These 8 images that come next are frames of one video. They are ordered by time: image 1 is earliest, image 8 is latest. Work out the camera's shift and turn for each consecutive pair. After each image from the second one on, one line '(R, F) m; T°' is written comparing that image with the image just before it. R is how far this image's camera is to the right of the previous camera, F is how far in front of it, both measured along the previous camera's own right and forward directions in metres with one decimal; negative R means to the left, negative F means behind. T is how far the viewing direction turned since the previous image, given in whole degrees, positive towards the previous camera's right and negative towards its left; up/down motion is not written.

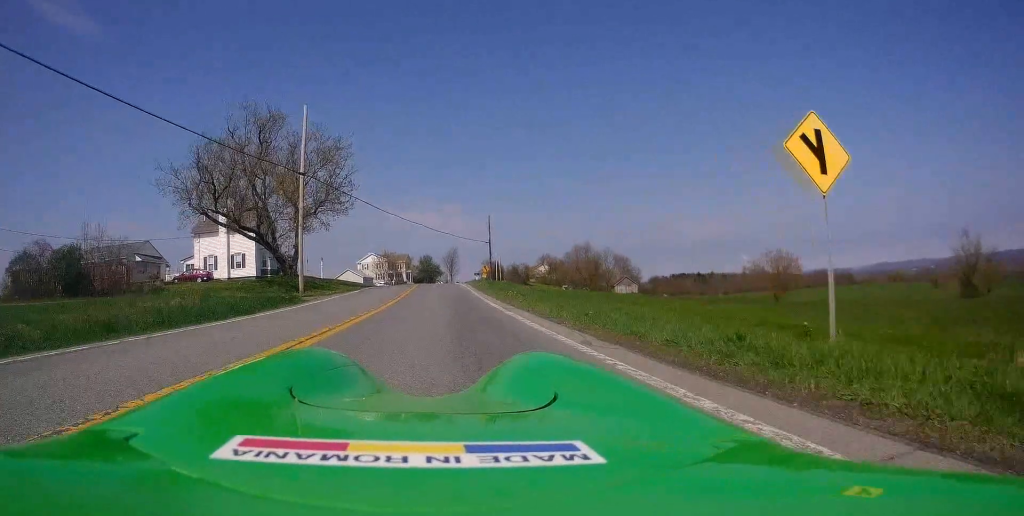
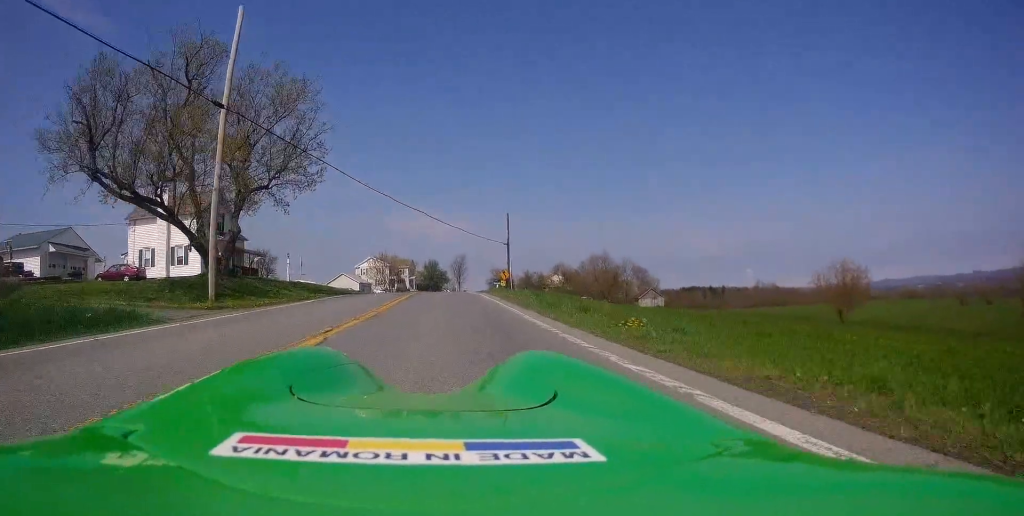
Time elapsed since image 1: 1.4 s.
(-0.2, +14.7) m; 0°
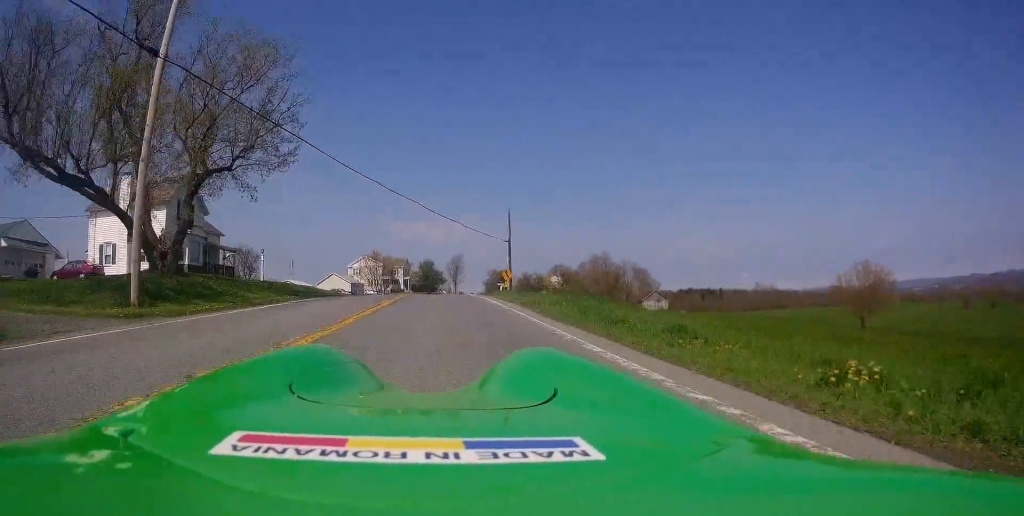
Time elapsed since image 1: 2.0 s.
(+0.2, +5.6) m; 0°
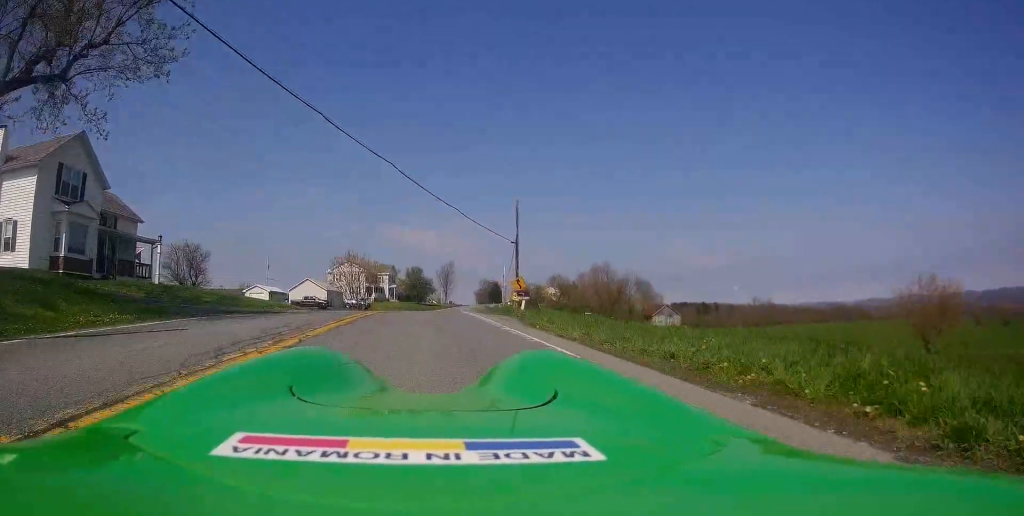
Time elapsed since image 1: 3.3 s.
(-0.3, +13.6) m; +1°
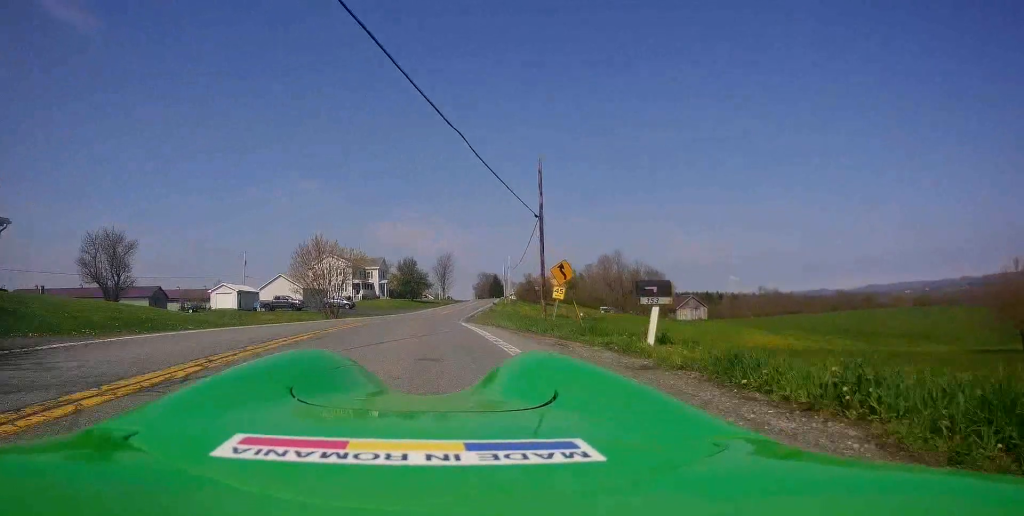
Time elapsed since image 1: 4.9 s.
(+0.7, +14.4) m; +1°
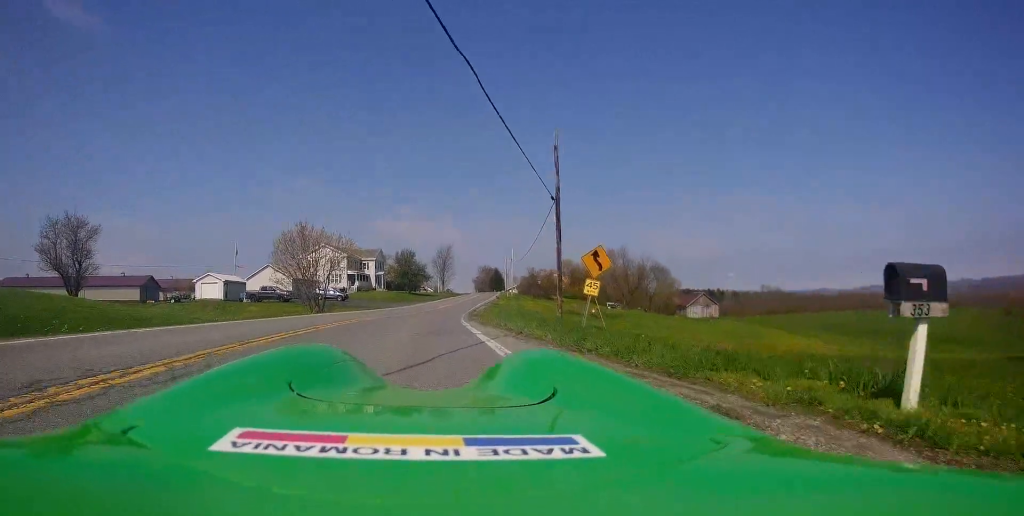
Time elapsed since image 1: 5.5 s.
(-0.2, +5.6) m; -1°
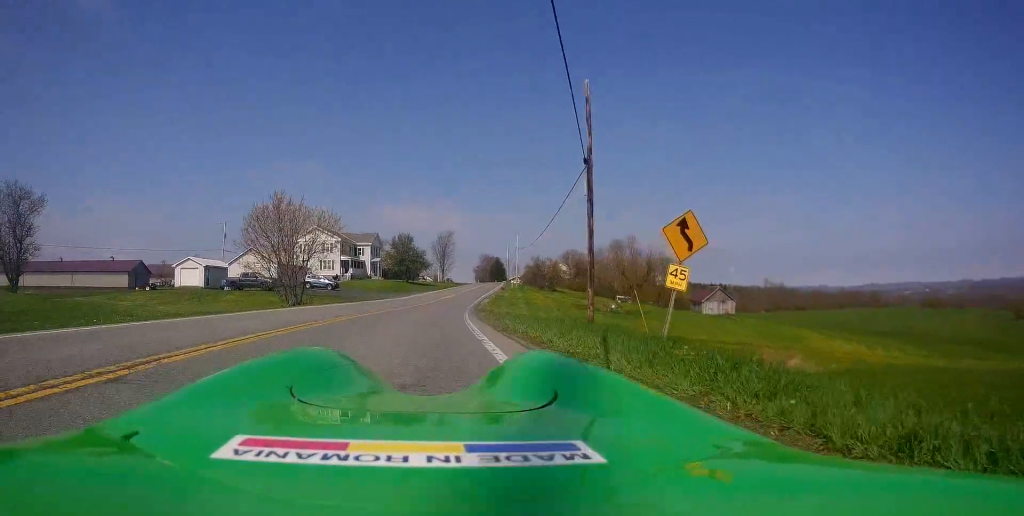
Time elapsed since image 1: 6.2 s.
(-0.3, +6.6) m; 0°
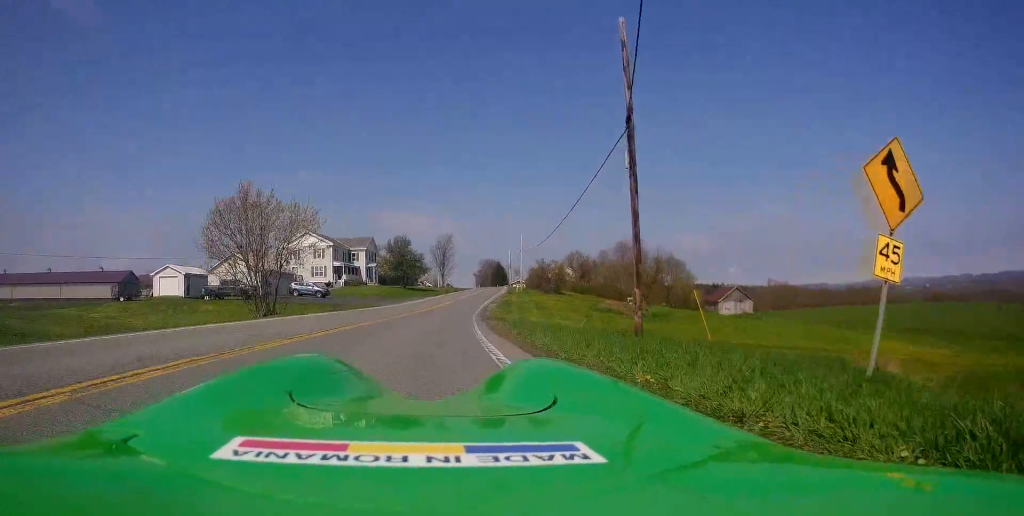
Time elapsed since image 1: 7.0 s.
(+0.4, +6.1) m; 0°
